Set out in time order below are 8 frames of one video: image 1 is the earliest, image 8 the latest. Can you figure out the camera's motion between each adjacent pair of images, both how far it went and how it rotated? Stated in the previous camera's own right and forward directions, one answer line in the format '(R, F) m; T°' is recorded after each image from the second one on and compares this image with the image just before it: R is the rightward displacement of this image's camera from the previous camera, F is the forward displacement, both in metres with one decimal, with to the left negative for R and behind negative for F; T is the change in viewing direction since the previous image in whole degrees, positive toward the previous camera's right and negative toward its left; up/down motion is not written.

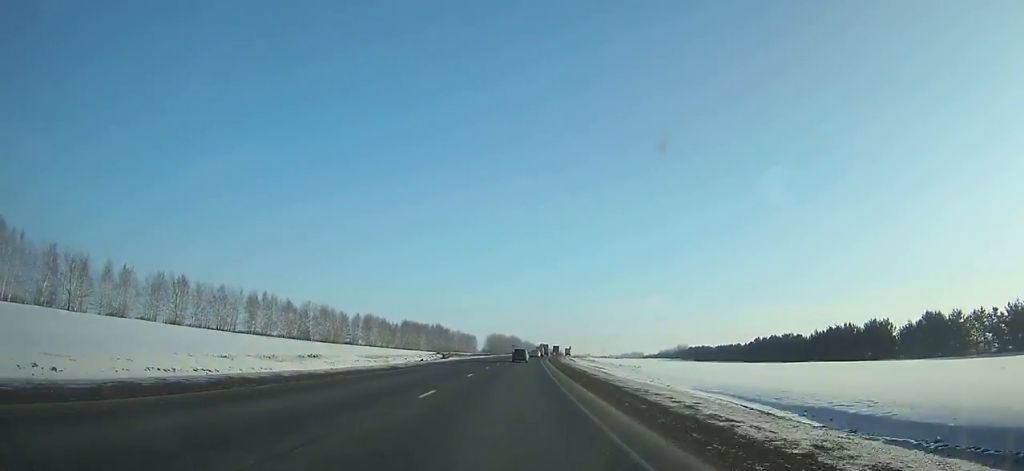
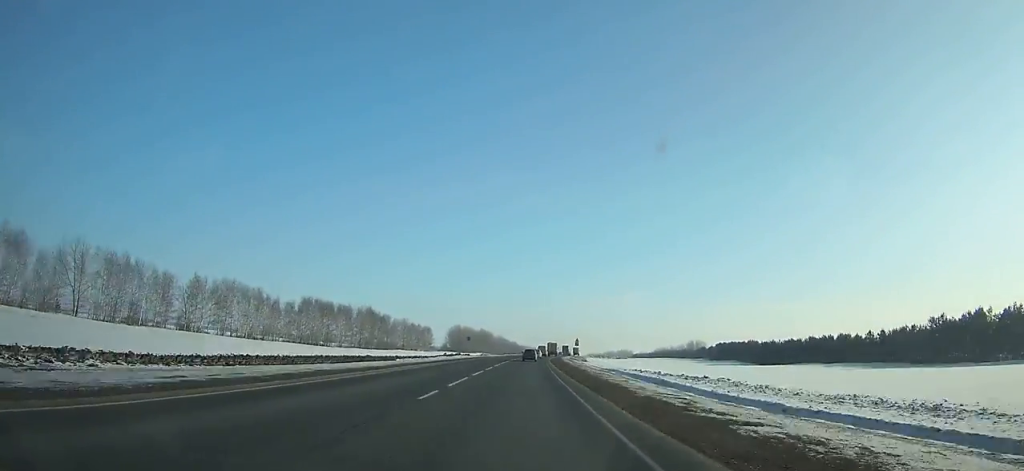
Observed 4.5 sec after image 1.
(+1.9, +96.2) m; +3°
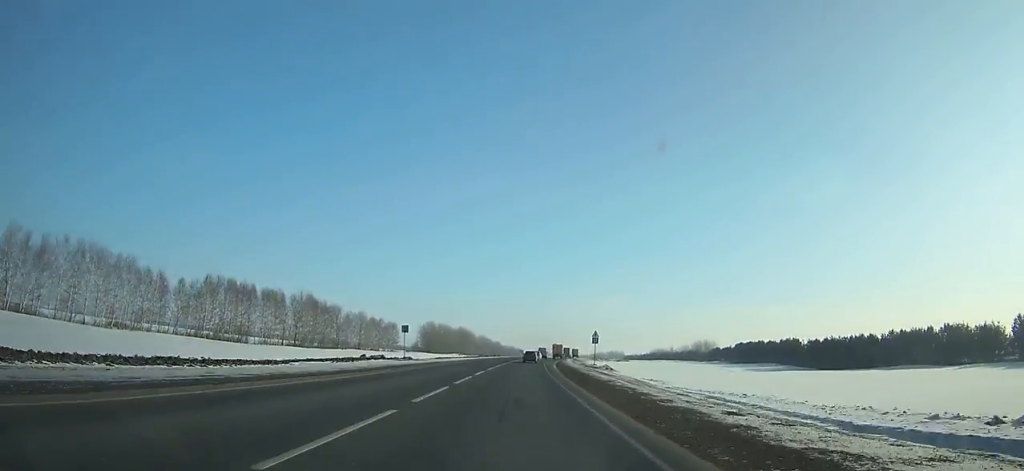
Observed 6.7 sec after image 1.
(+0.6, +47.5) m; +1°
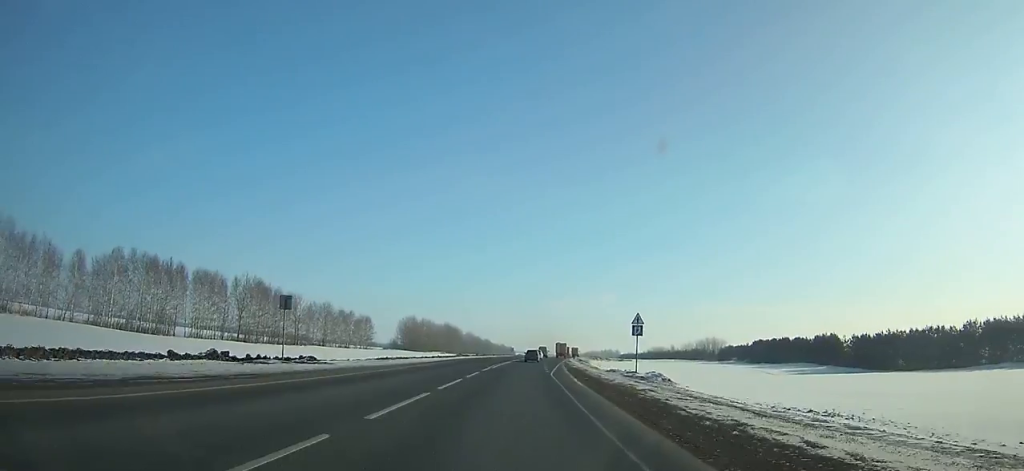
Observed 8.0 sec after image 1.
(+0.3, +28.5) m; +1°
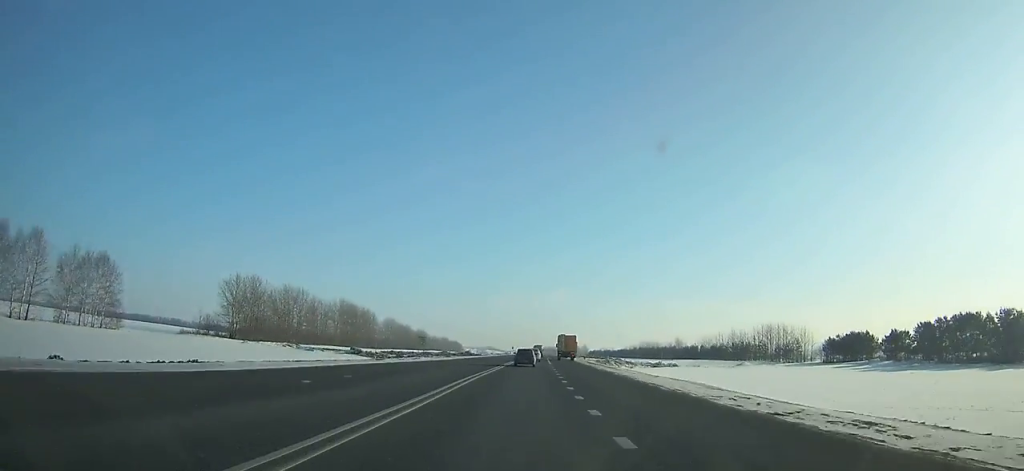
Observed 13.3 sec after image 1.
(+4.3, +118.7) m; +4°
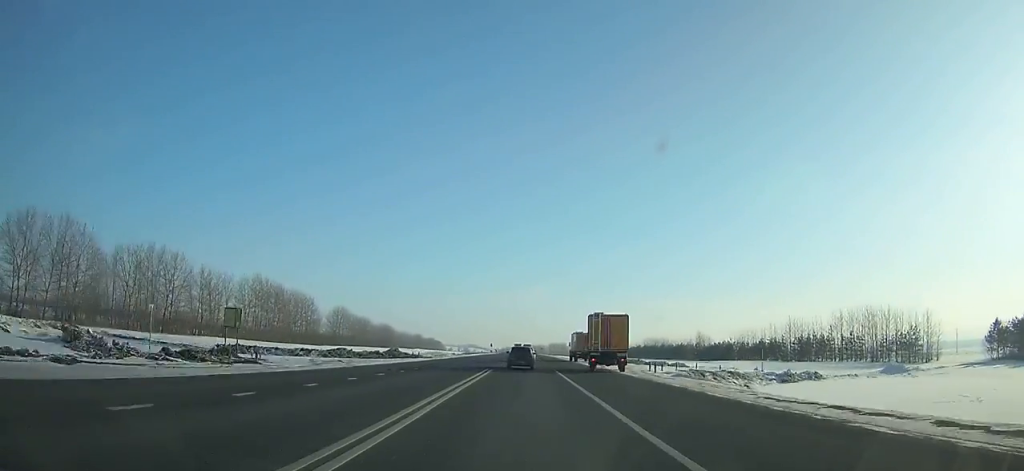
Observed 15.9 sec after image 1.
(+1.1, +58.9) m; +1°
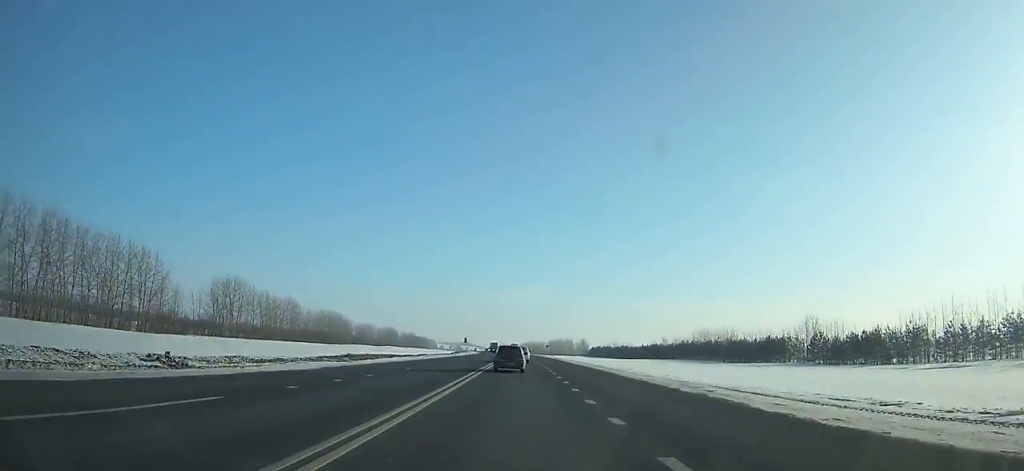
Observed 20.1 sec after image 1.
(+0.1, +95.3) m; -1°
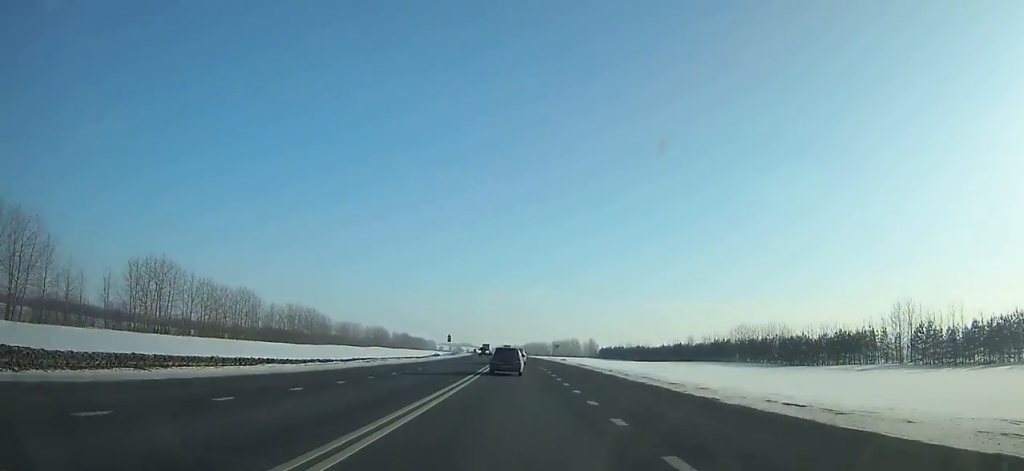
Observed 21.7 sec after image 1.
(0.0, +36.4) m; -1°
